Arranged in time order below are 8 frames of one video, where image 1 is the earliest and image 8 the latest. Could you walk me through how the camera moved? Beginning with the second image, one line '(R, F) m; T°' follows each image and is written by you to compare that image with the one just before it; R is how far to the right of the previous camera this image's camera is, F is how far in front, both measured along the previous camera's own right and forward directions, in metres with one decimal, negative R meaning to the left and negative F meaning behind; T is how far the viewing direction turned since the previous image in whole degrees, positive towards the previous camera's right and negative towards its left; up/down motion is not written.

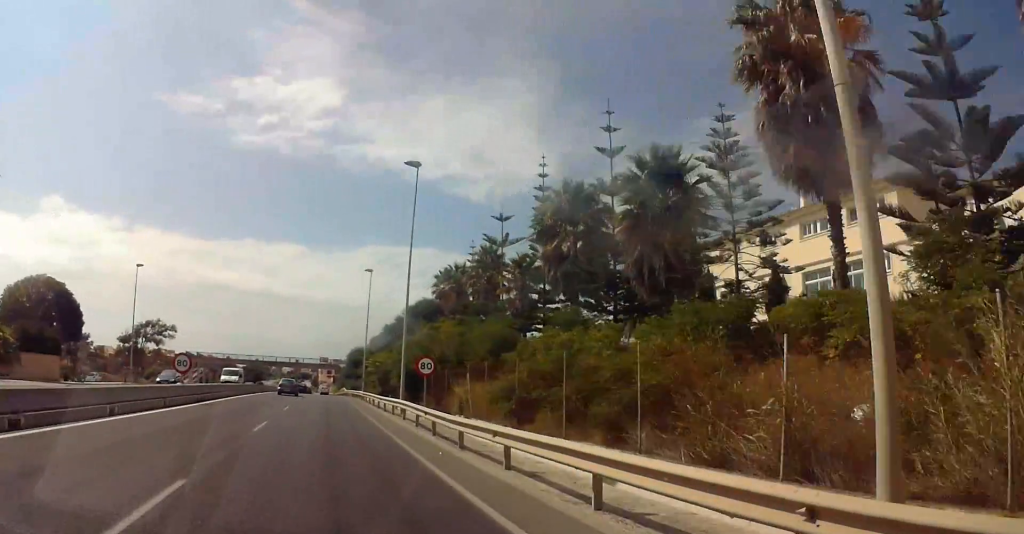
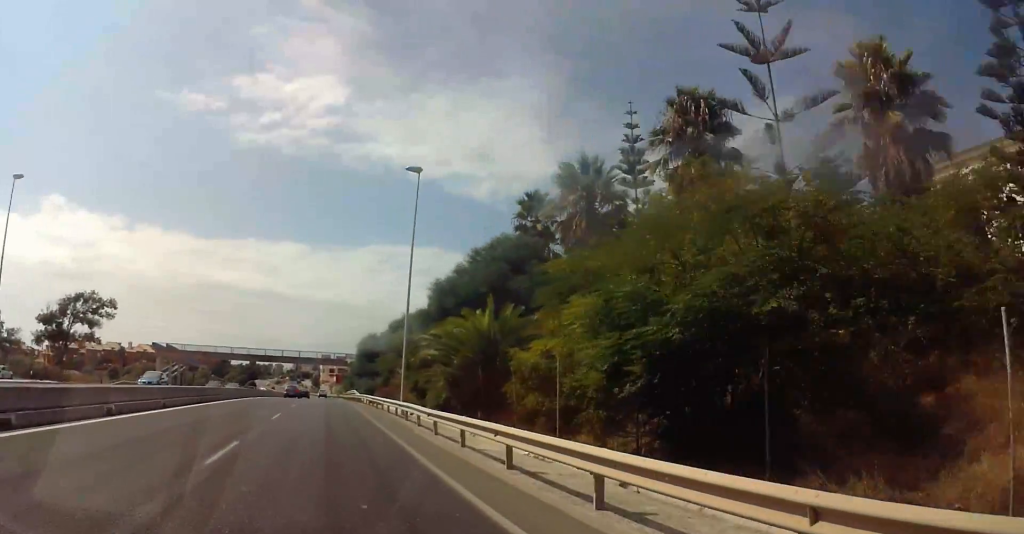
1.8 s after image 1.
(+0.3, +31.3) m; 0°
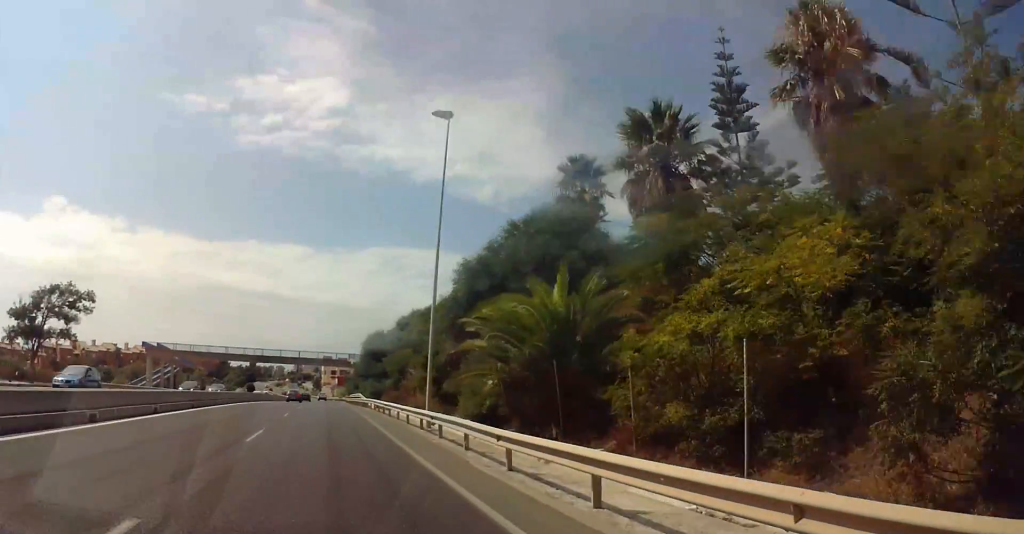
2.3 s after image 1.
(0.0, +8.1) m; 0°
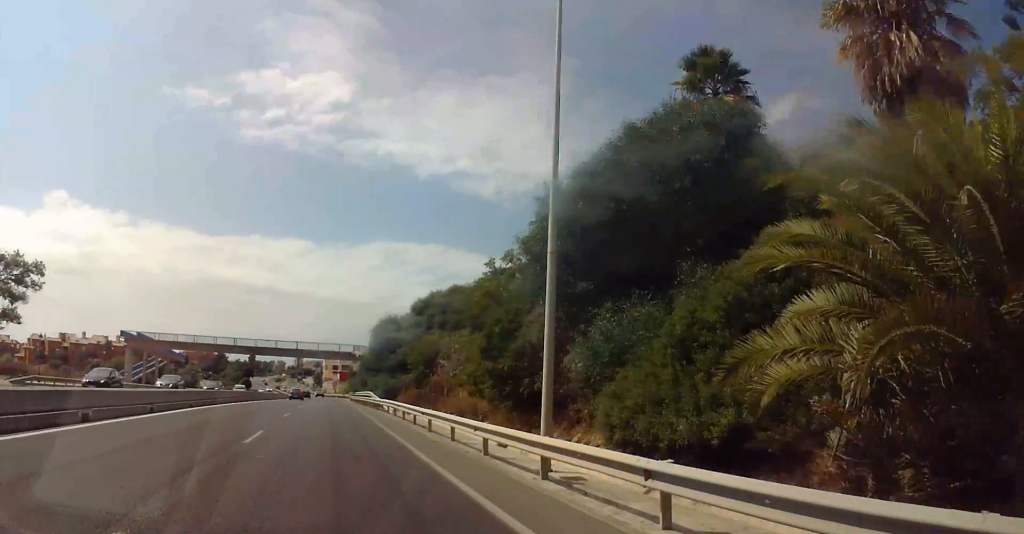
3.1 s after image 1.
(-0.1, +12.9) m; 0°
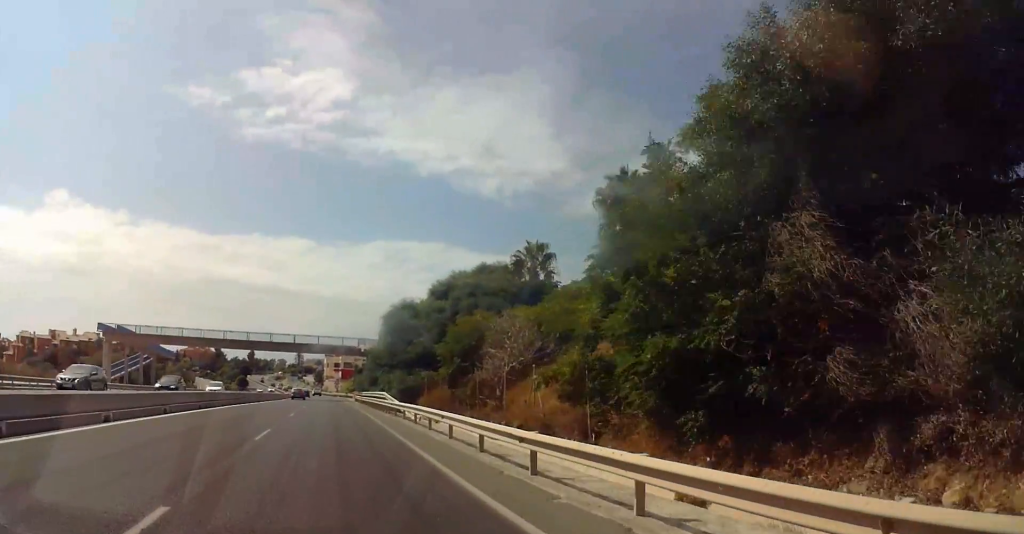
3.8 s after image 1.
(+0.1, +11.5) m; 0°
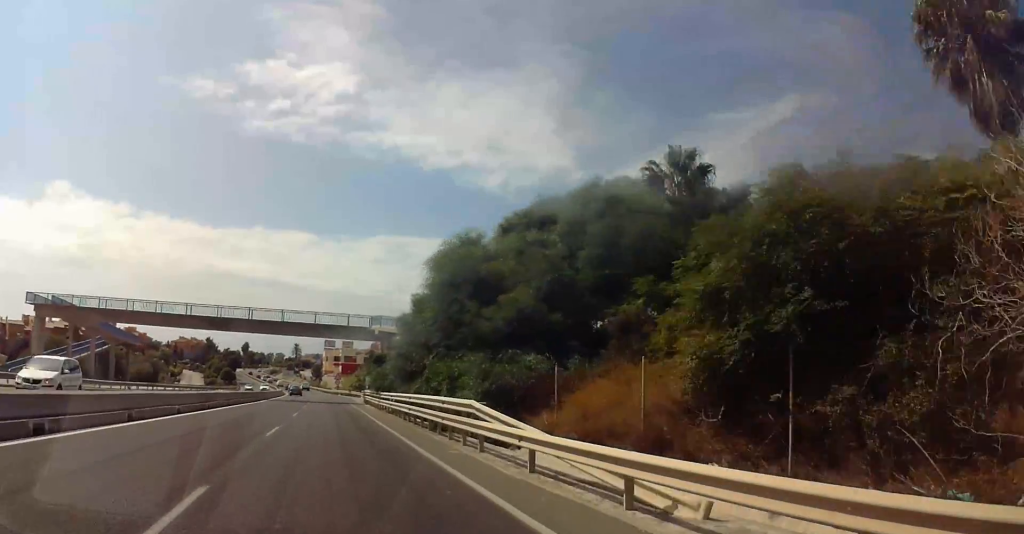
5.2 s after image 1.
(0.0, +24.2) m; 0°
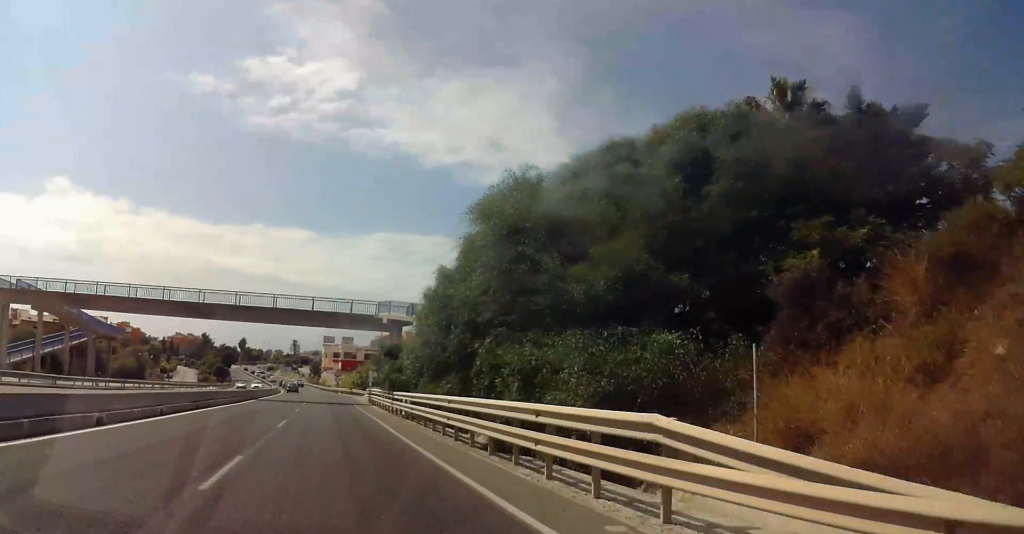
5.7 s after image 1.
(-0.1, +8.8) m; +1°
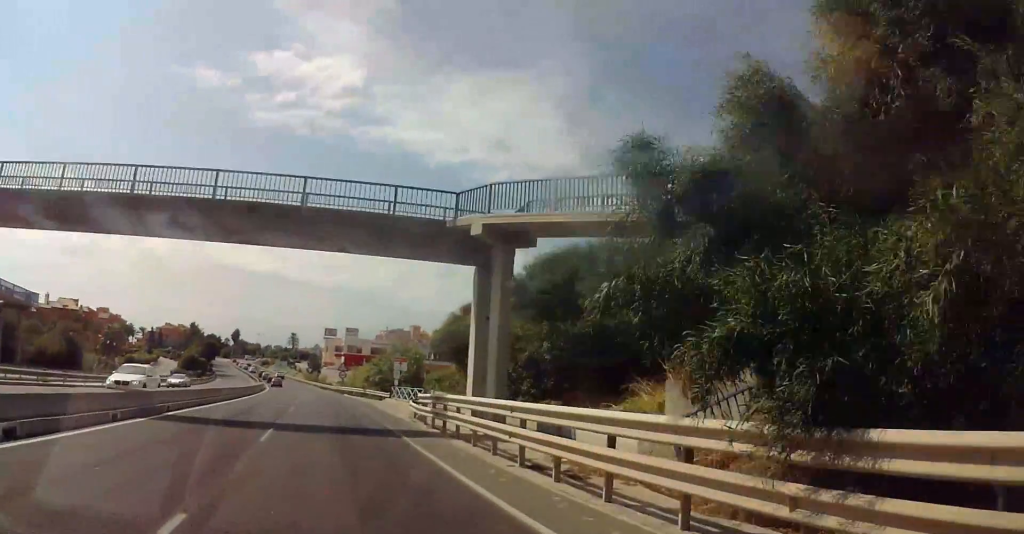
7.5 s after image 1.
(+0.5, +30.5) m; 0°
